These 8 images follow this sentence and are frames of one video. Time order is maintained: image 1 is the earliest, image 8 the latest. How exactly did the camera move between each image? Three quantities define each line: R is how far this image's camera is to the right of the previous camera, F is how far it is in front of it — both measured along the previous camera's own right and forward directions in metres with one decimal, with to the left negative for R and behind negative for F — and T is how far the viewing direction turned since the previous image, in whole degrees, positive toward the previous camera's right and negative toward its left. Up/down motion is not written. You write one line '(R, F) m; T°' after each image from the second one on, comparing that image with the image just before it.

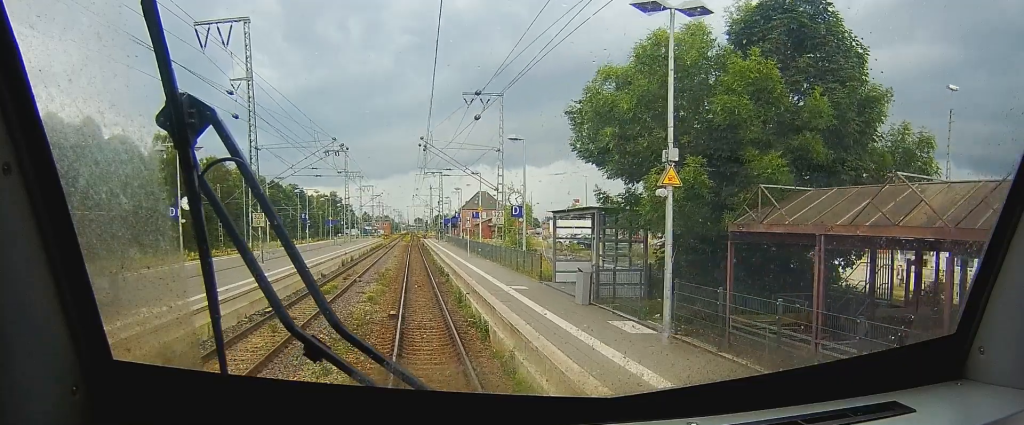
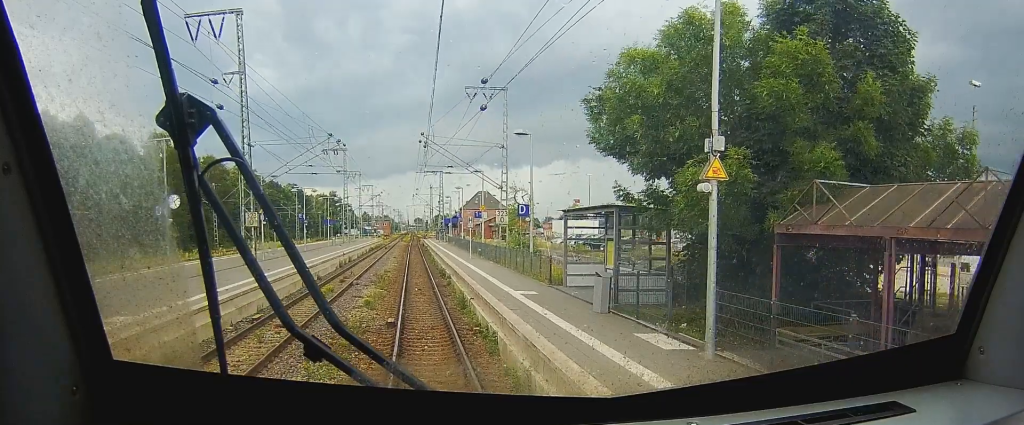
(0.0, +1.7) m; 0°
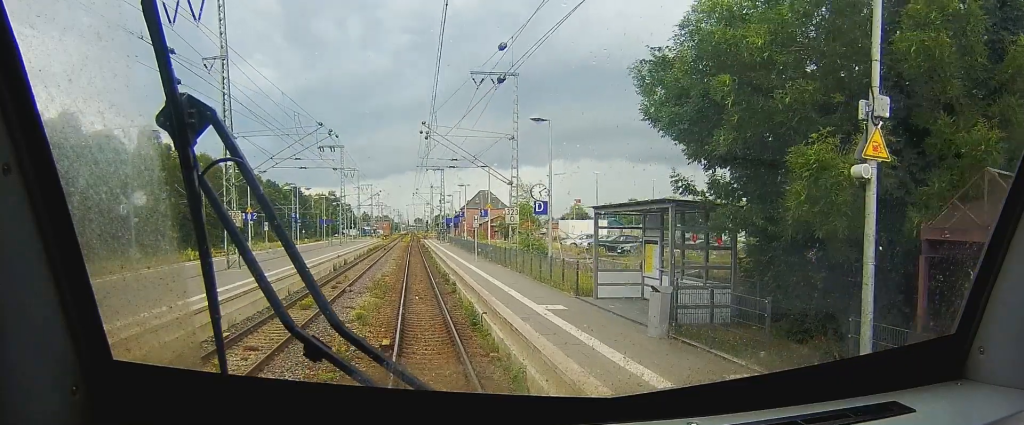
(0.0, +4.0) m; 0°
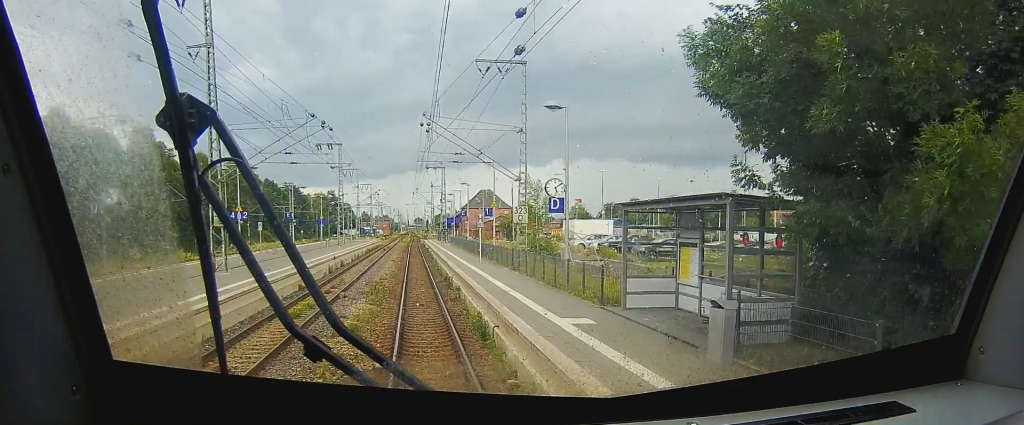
(0.0, +3.0) m; 0°
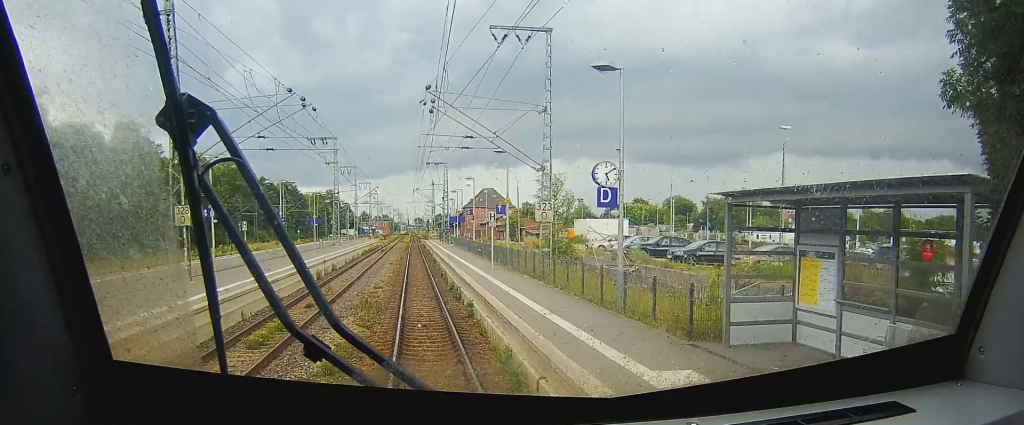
(0.0, +6.3) m; 0°
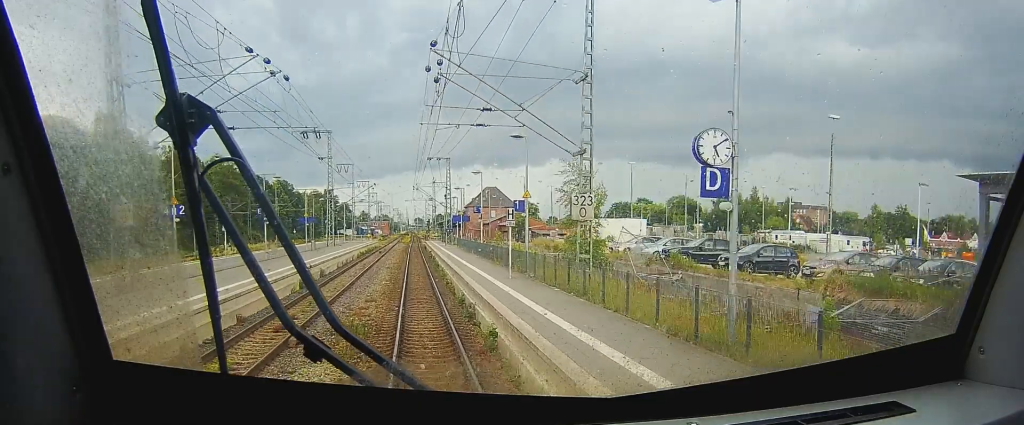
(+0.1, +6.7) m; 0°
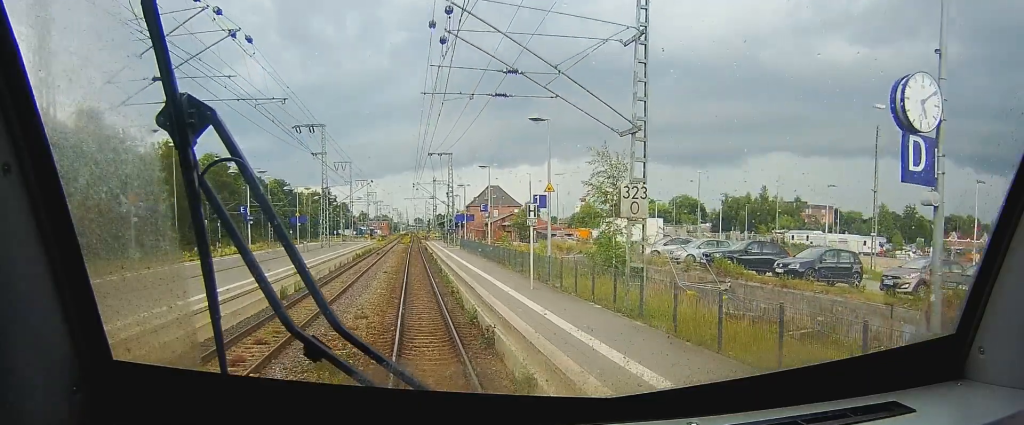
(0.0, +5.2) m; 0°
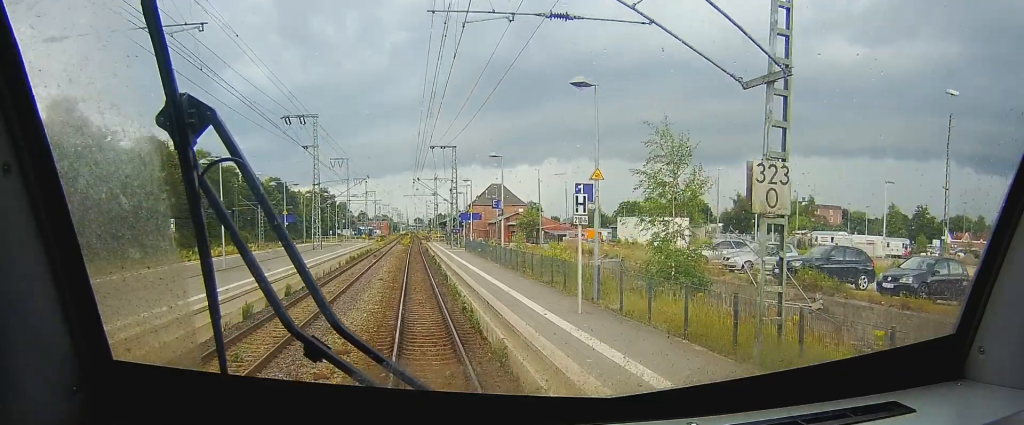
(0.0, +6.4) m; 0°
